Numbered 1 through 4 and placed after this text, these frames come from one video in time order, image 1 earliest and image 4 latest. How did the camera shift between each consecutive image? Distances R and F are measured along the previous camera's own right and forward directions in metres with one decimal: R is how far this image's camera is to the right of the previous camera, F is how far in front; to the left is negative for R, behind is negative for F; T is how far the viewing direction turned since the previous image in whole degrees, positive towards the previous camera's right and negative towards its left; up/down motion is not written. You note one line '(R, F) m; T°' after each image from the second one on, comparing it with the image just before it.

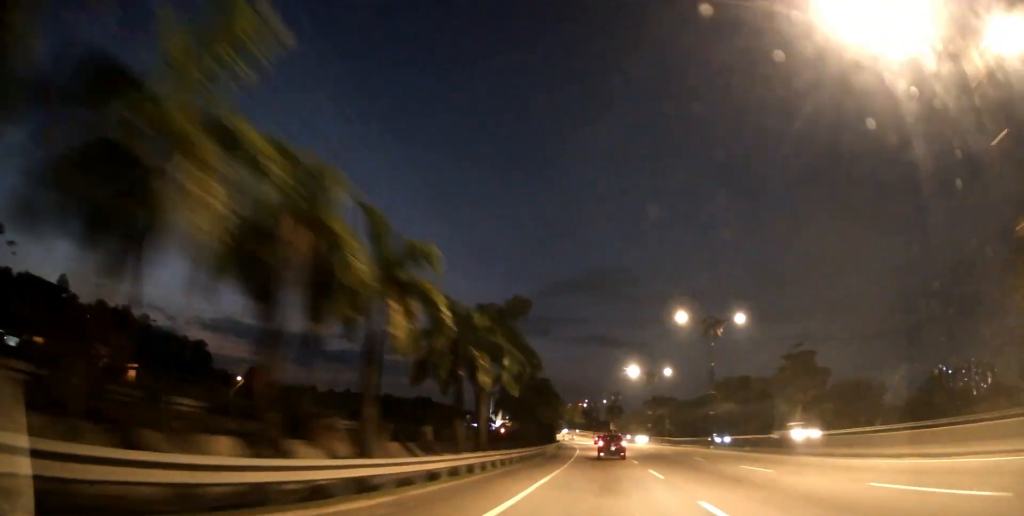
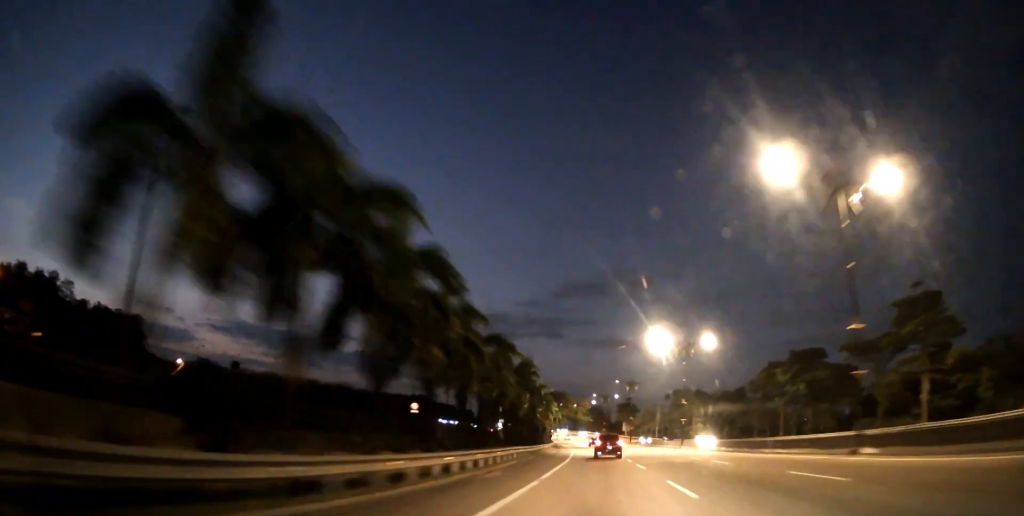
(-0.2, +30.9) m; -1°
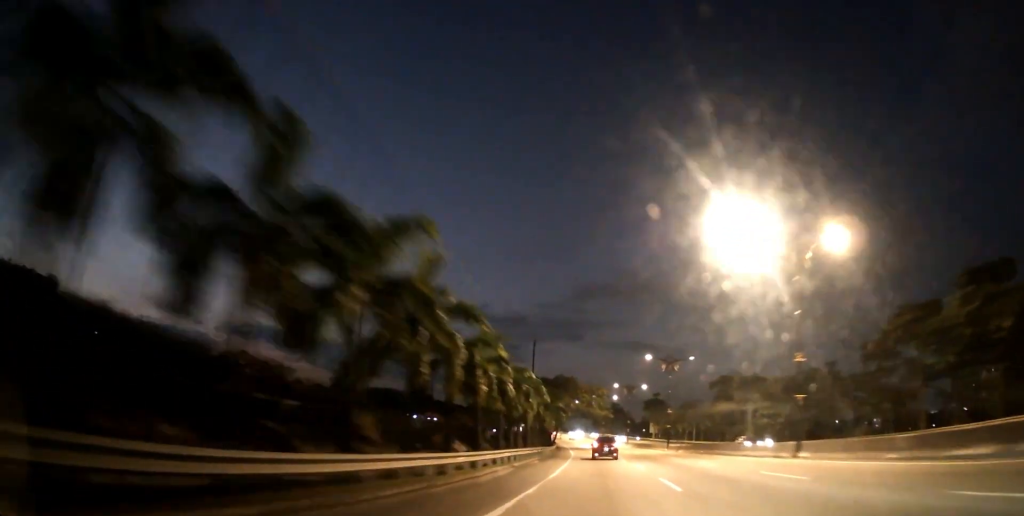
(-0.8, +34.8) m; -2°
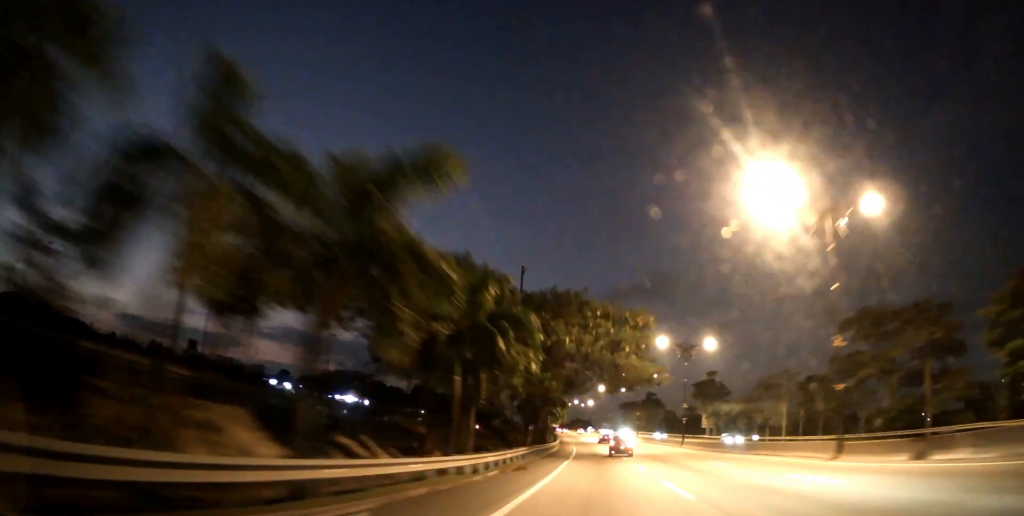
(-1.1, +48.2) m; -2°
